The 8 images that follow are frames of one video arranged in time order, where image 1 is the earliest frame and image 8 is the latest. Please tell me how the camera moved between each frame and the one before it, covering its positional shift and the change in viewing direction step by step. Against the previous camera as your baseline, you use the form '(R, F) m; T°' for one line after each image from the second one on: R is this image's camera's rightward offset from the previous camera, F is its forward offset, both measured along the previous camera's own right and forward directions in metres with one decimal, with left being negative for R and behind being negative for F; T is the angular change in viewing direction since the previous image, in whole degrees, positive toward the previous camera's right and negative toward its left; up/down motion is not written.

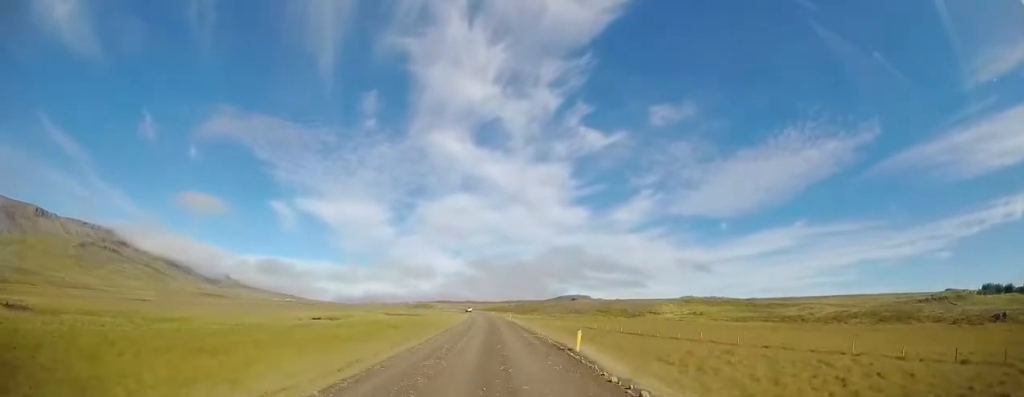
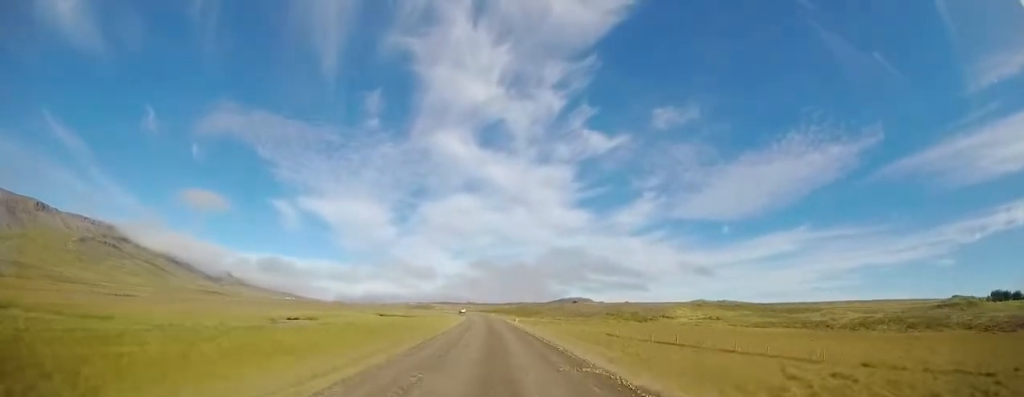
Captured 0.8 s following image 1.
(-0.4, +11.1) m; 0°
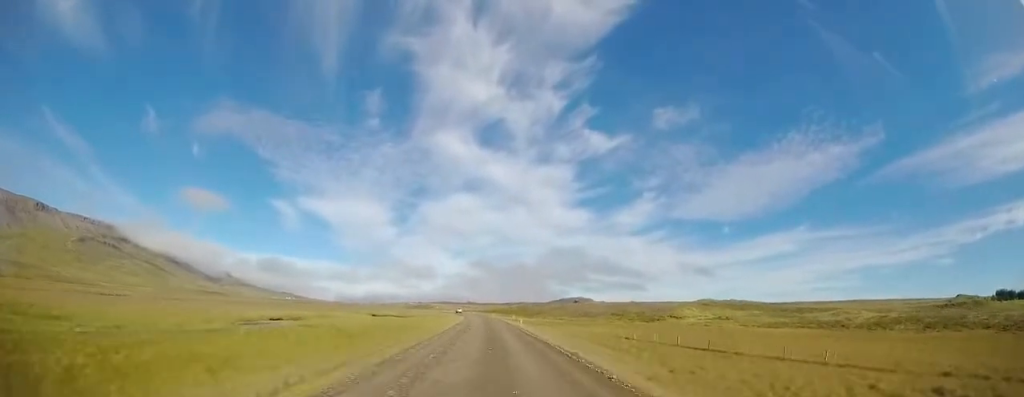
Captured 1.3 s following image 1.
(+0.1, +6.5) m; +1°
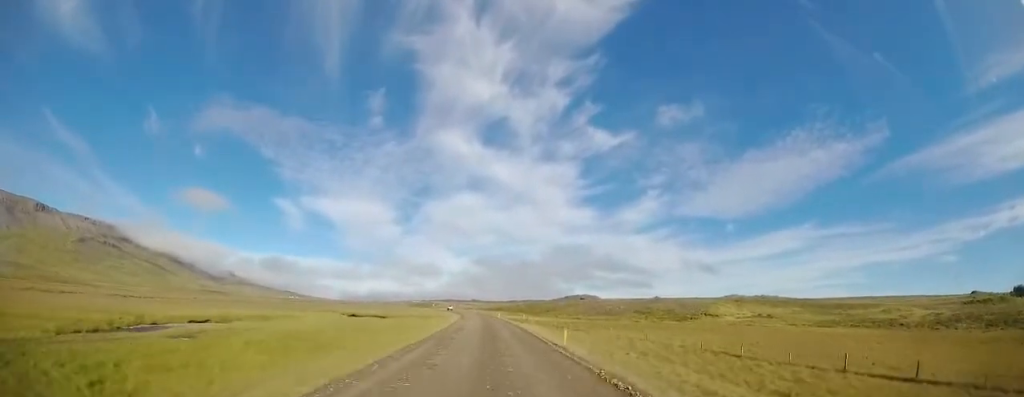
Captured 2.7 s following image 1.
(+0.7, +20.5) m; 0°
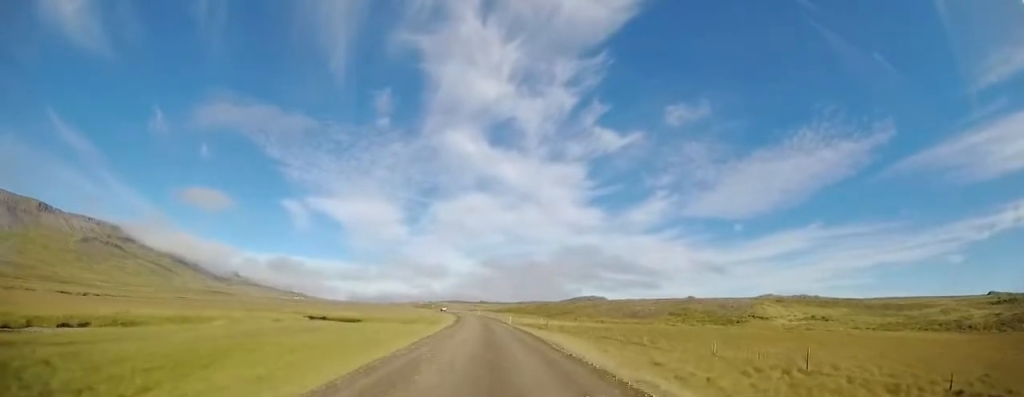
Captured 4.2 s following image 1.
(-0.9, +20.6) m; -3°
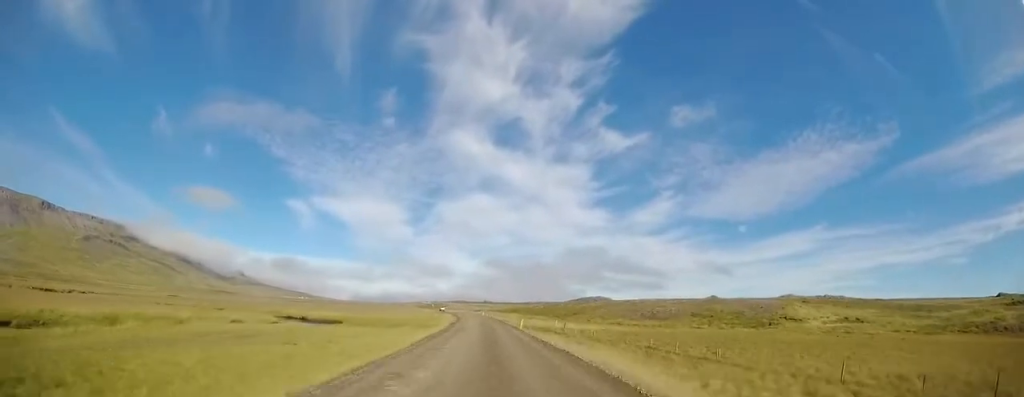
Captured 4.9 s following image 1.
(-0.1, +10.8) m; 0°
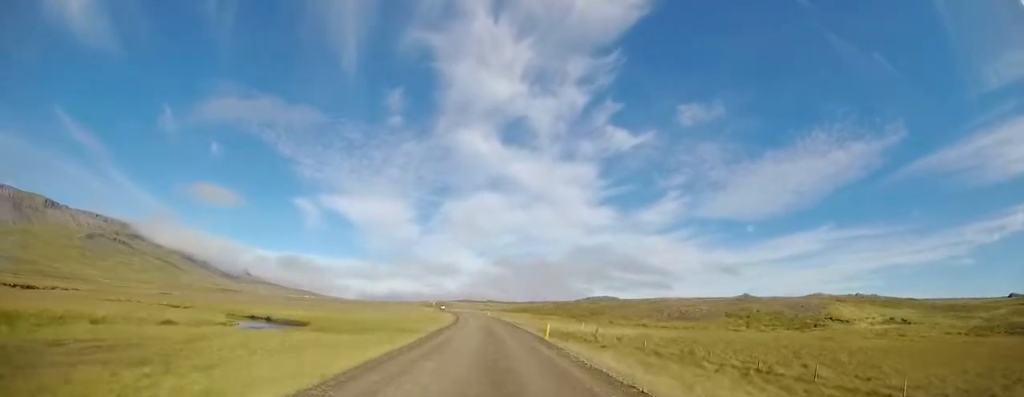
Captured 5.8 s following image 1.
(+0.1, +12.7) m; 0°
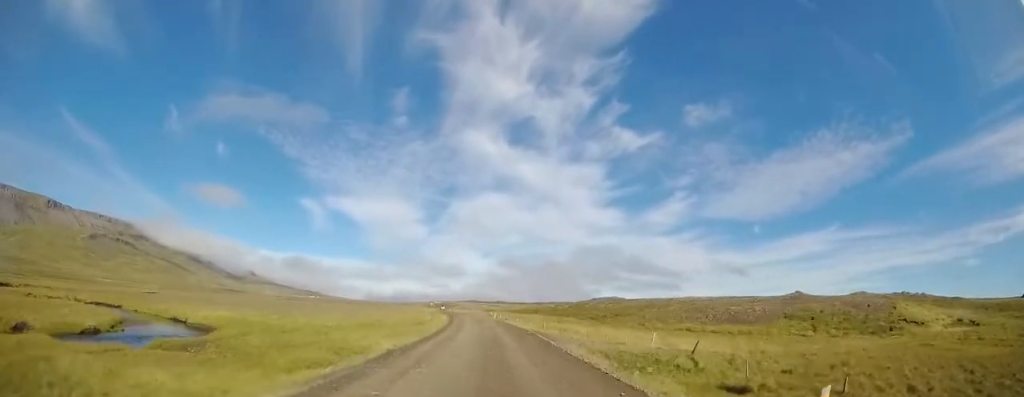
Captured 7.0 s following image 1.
(0.0, +17.5) m; 0°
